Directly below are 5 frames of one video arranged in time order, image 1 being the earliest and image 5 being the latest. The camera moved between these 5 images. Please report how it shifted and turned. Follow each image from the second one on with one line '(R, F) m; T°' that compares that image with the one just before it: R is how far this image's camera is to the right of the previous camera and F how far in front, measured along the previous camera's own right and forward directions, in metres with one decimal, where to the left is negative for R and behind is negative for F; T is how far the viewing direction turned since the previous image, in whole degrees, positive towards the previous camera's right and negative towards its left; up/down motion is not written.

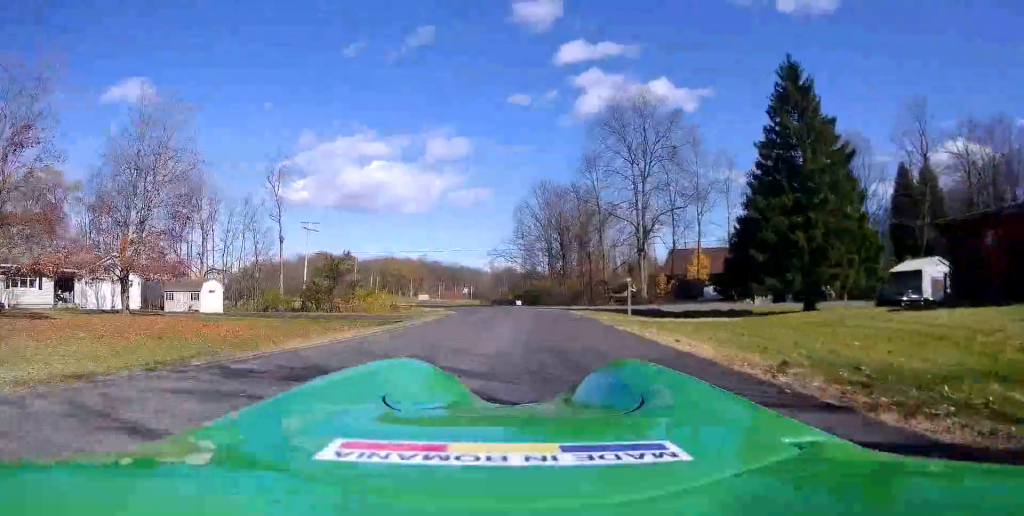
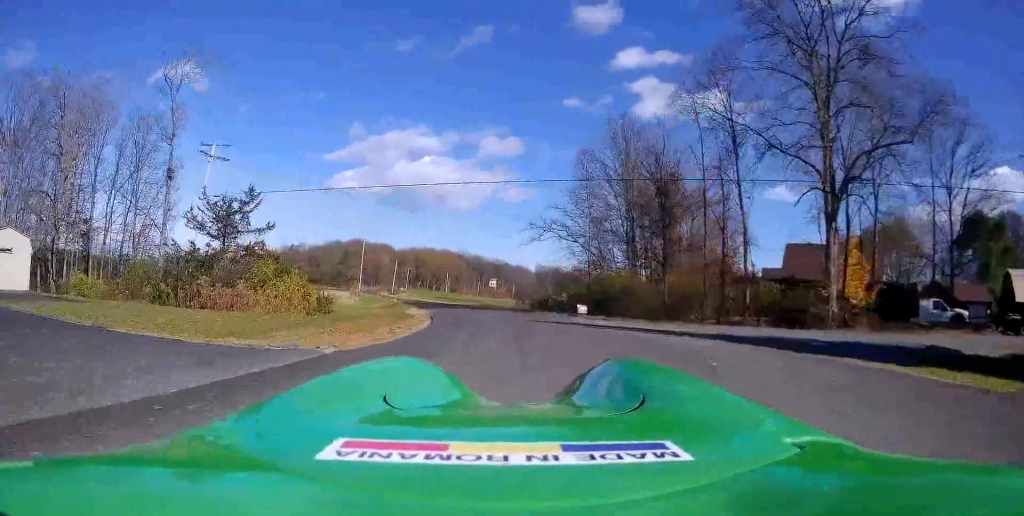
(-0.9, +31.3) m; -3°
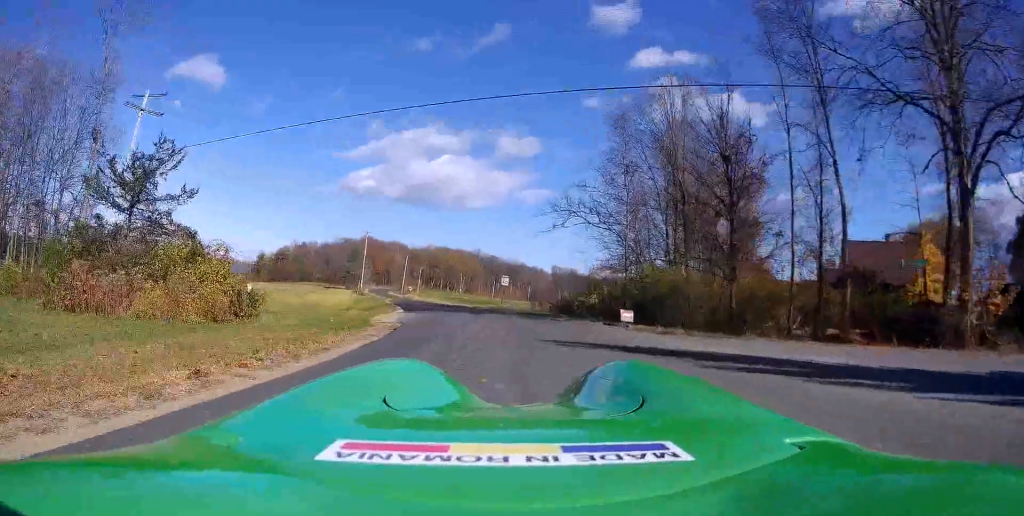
(+0.3, +9.6) m; -1°
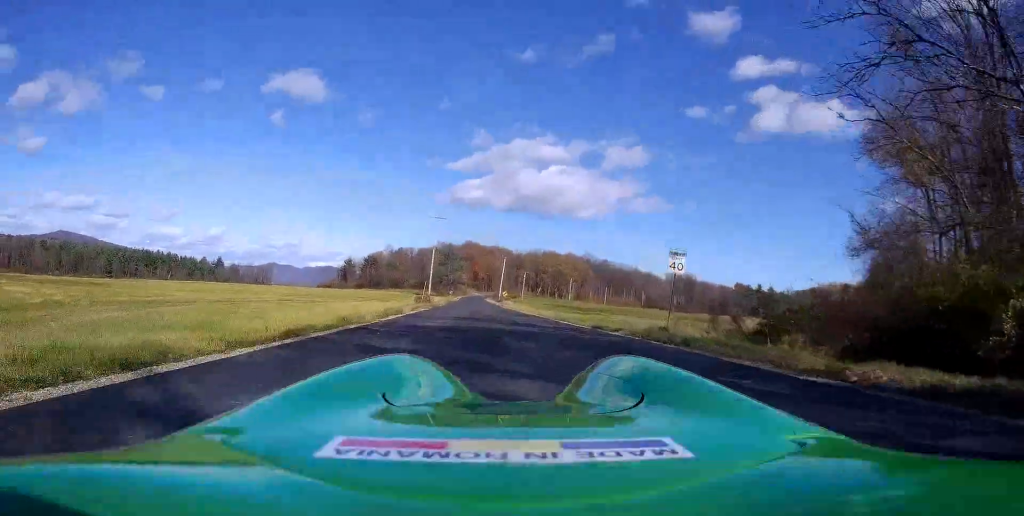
(-1.6, +29.5) m; -7°
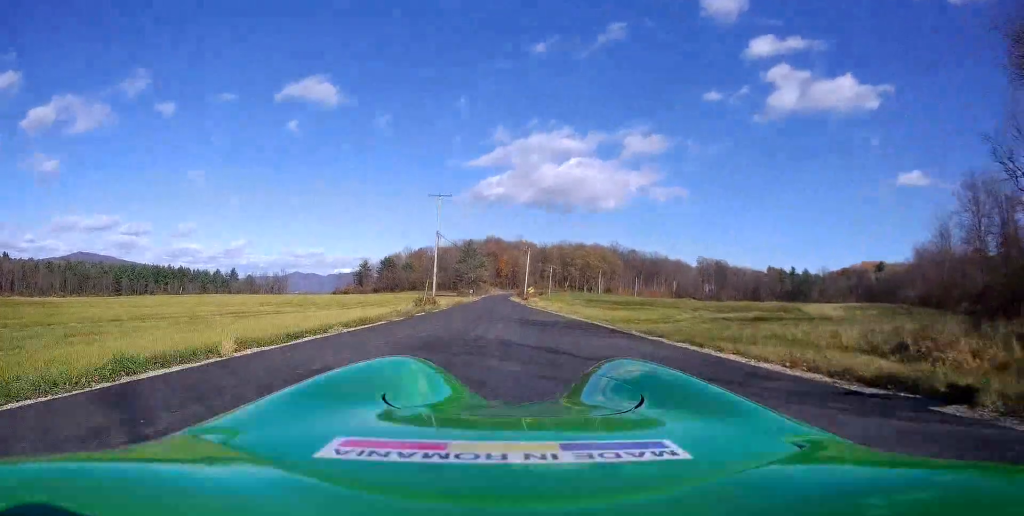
(-1.0, +16.5) m; -6°
